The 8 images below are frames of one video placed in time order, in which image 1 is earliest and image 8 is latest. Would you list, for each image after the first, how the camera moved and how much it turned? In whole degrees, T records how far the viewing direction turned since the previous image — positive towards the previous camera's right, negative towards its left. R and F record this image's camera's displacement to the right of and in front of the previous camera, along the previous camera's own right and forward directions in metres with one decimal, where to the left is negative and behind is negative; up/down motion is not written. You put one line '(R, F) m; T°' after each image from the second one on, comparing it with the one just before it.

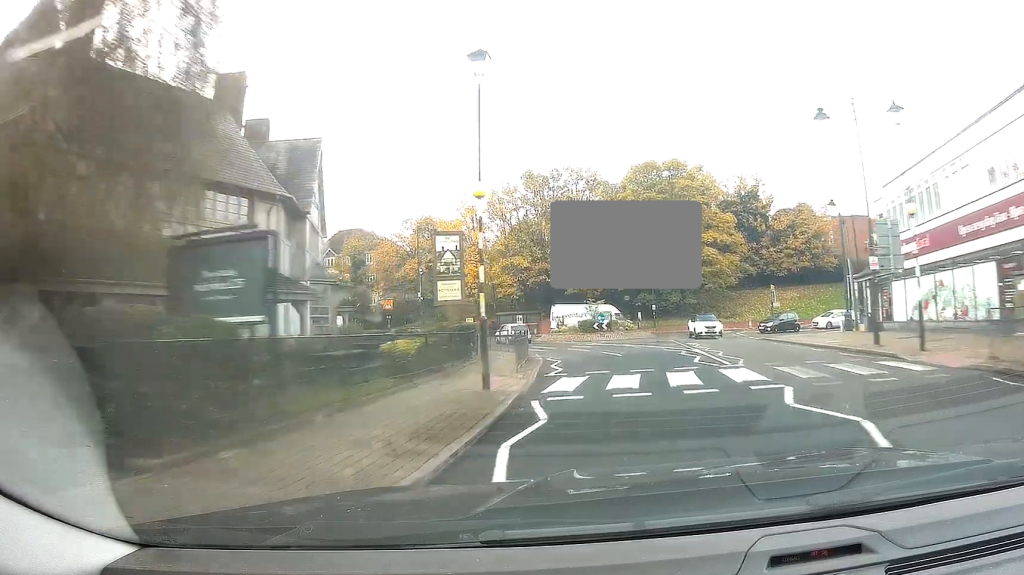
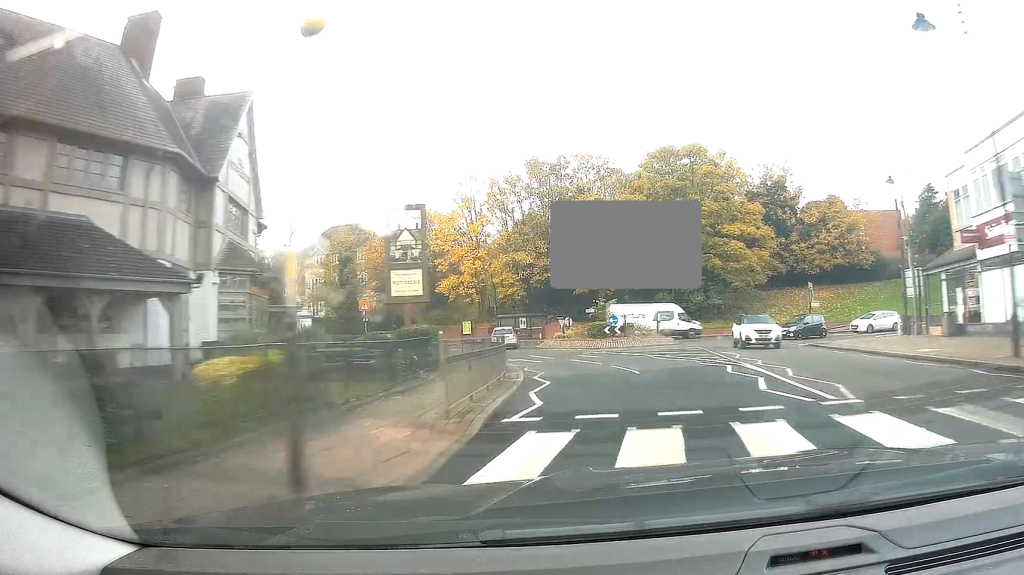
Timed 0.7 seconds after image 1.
(-0.1, +7.3) m; -1°
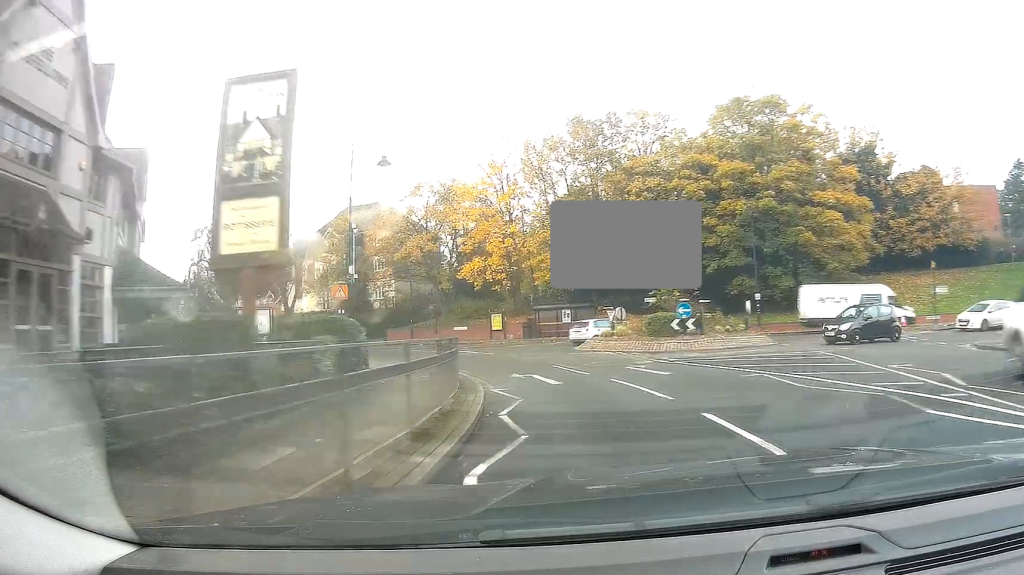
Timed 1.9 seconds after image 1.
(-0.1, +11.9) m; -4°
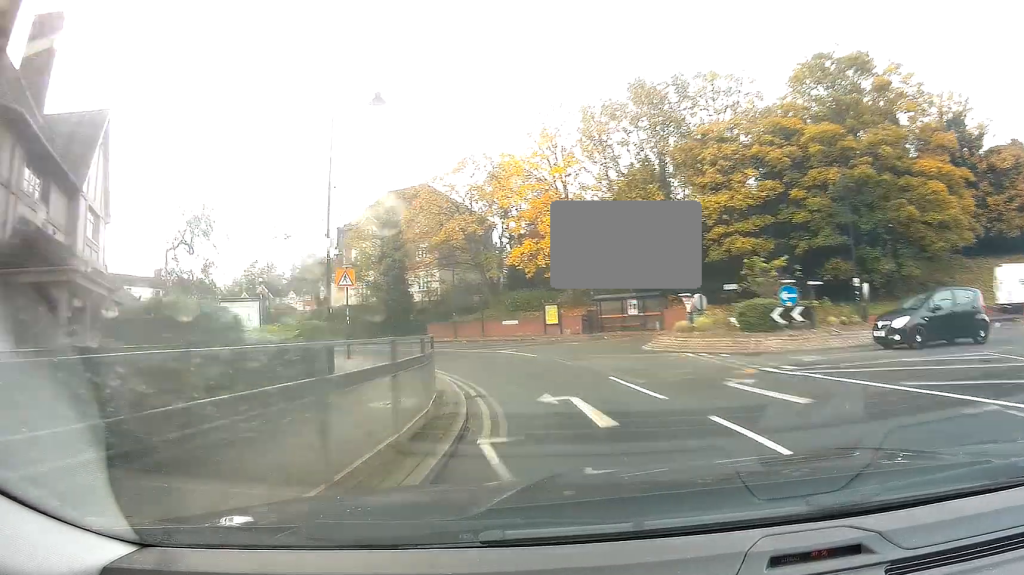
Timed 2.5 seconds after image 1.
(-0.3, +6.5) m; -5°
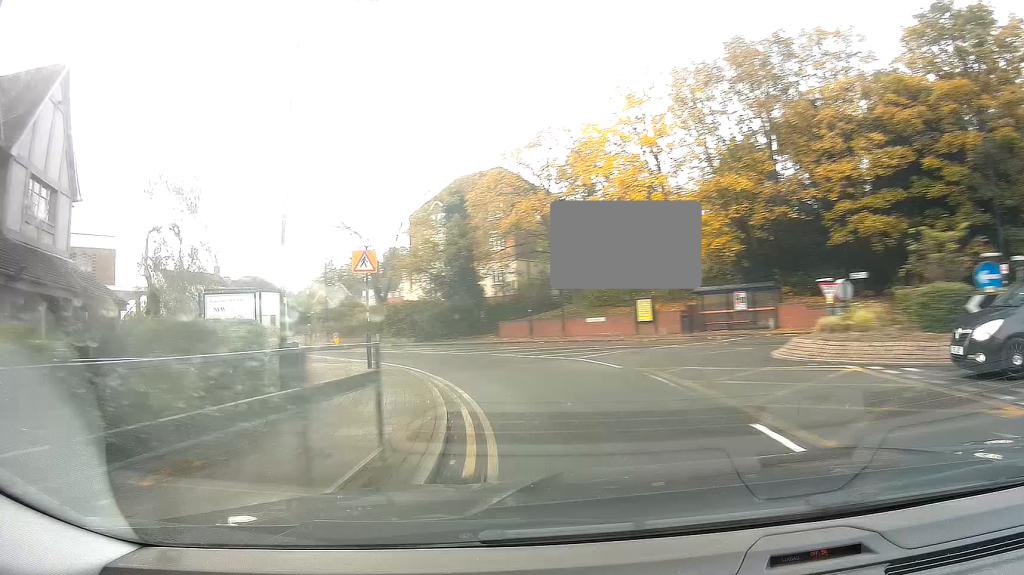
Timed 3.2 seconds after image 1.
(-0.2, +6.5) m; -6°
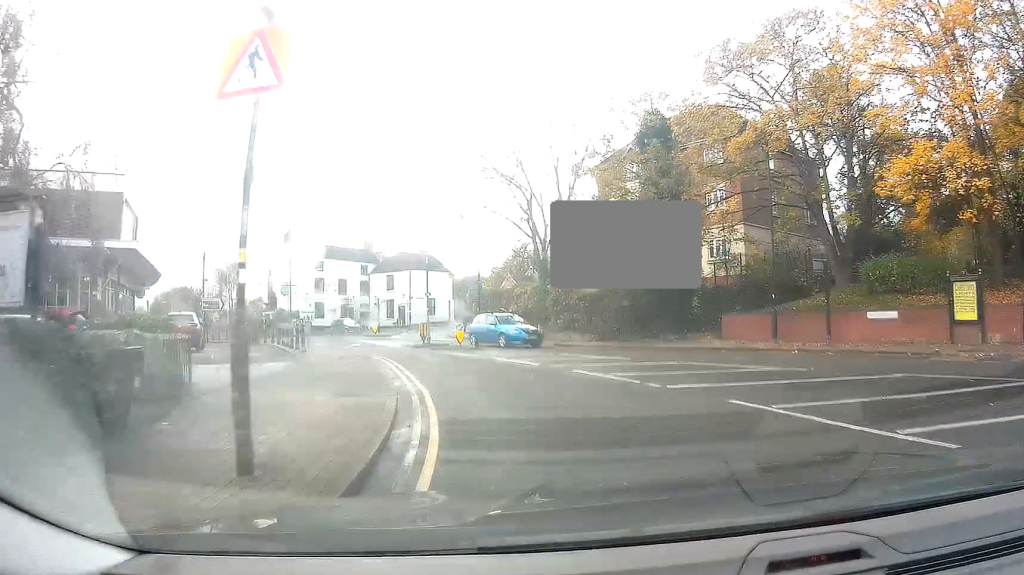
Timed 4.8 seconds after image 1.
(-2.3, +14.0) m; -20°
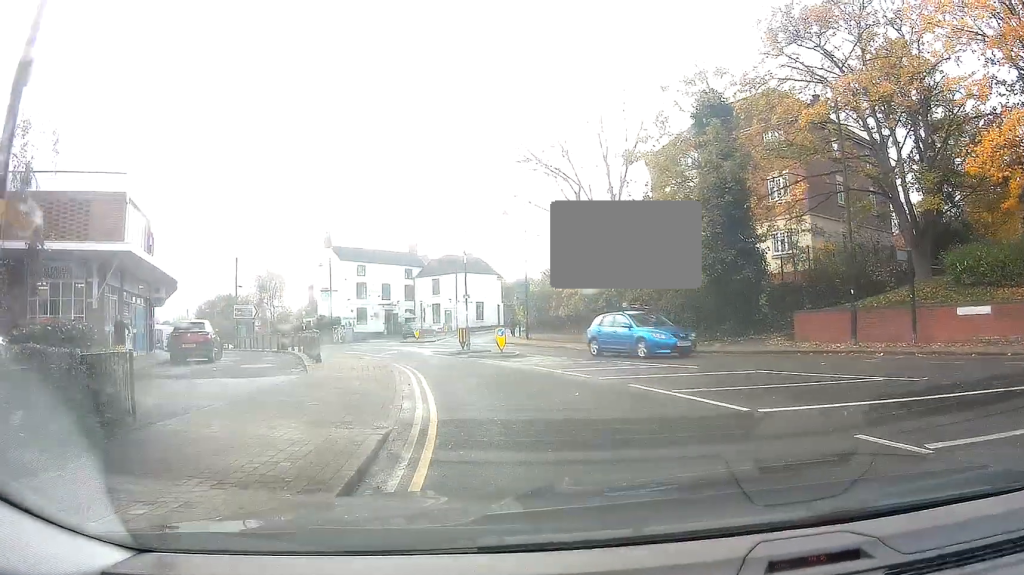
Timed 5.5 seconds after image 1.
(-0.3, +3.7) m; -14°
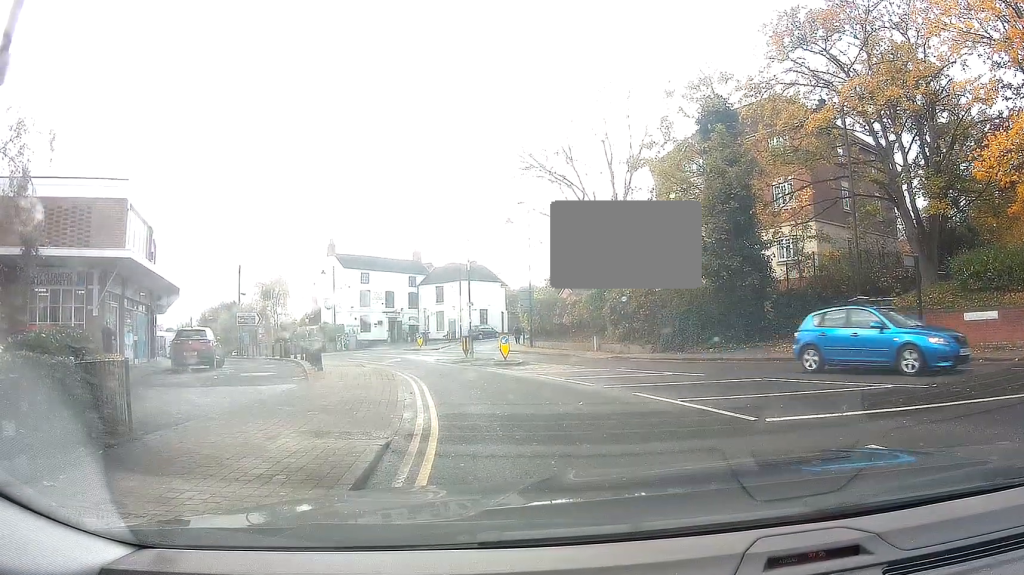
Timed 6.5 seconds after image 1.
(-0.7, +3.0) m; -12°
